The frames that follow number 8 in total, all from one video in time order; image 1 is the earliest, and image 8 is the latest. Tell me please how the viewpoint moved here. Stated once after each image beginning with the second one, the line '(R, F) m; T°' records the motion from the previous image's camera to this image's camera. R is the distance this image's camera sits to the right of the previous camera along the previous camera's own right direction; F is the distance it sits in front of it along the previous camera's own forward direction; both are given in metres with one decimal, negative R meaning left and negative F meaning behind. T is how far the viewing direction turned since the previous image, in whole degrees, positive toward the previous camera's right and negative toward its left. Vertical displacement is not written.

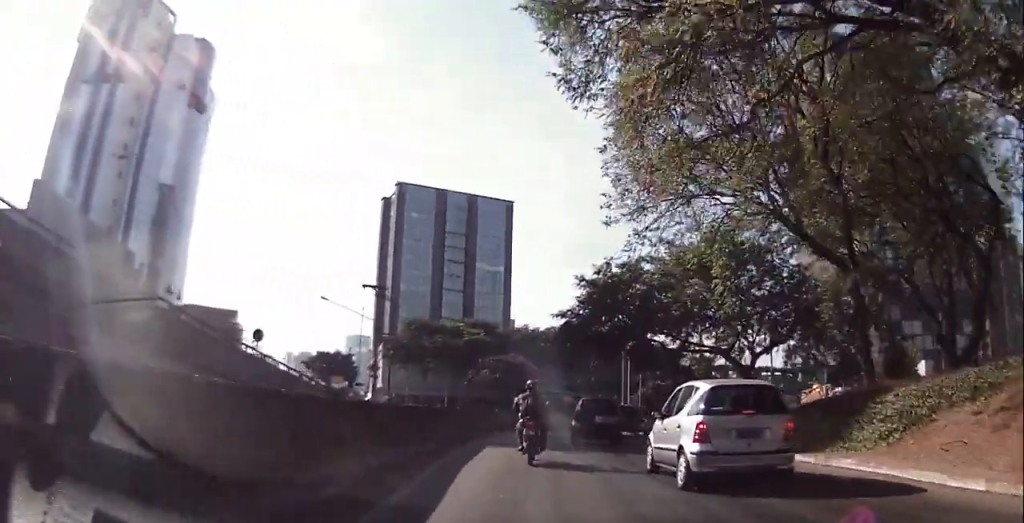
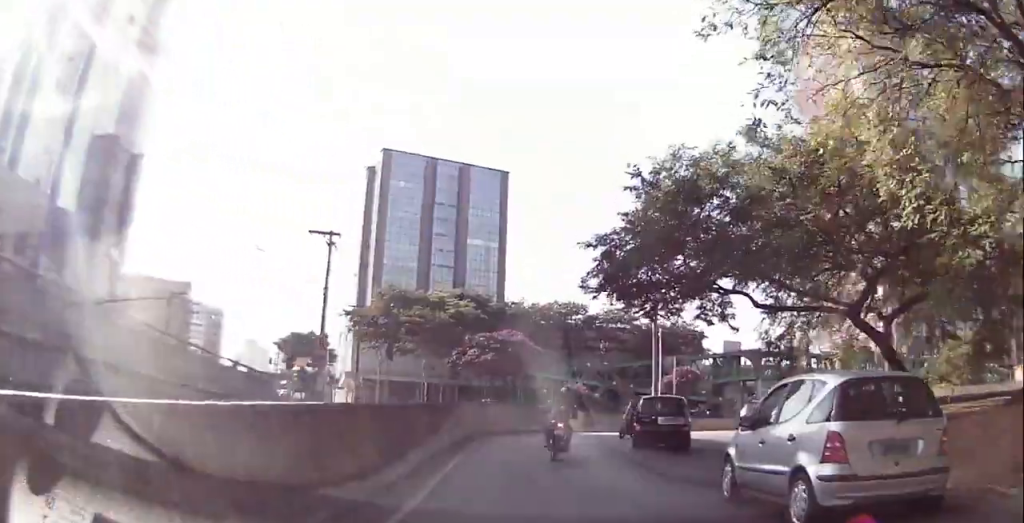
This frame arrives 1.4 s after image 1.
(0.0, +15.0) m; +2°
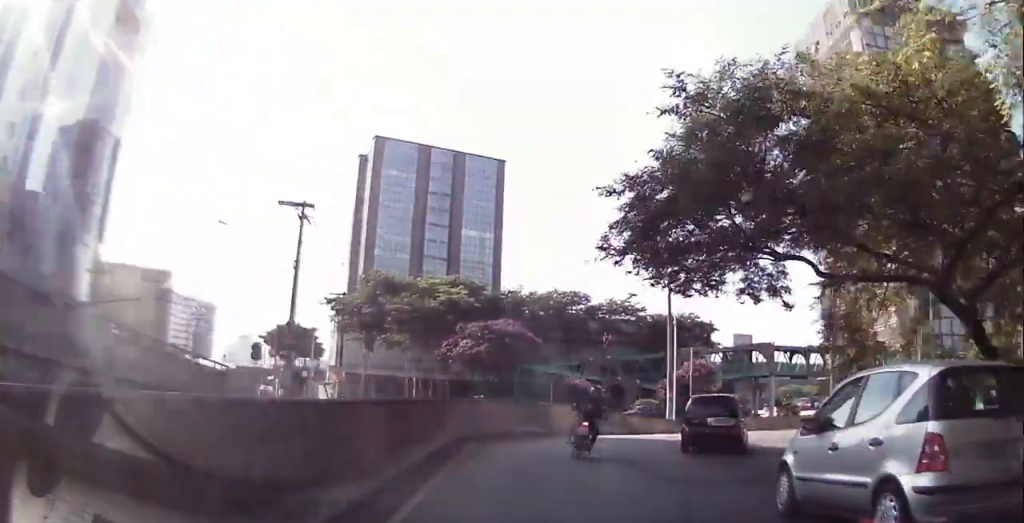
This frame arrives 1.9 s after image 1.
(0.0, +5.4) m; +3°
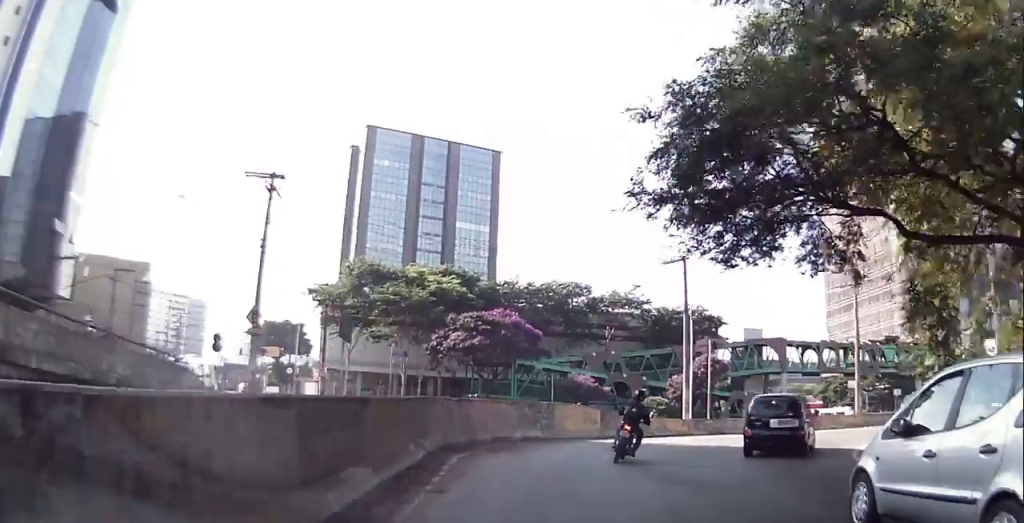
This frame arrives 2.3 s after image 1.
(+0.1, +4.7) m; +5°
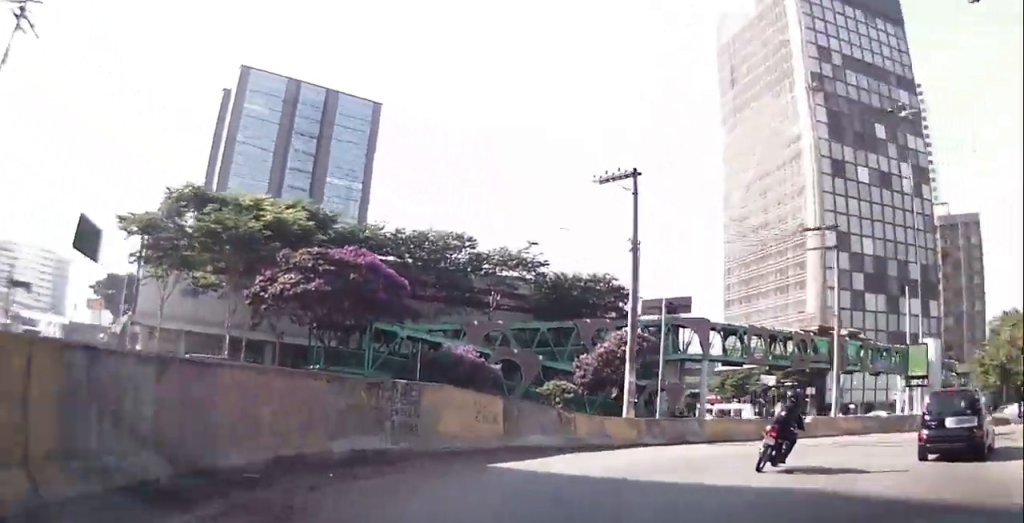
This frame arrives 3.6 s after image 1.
(+1.9, +13.7) m; +19°
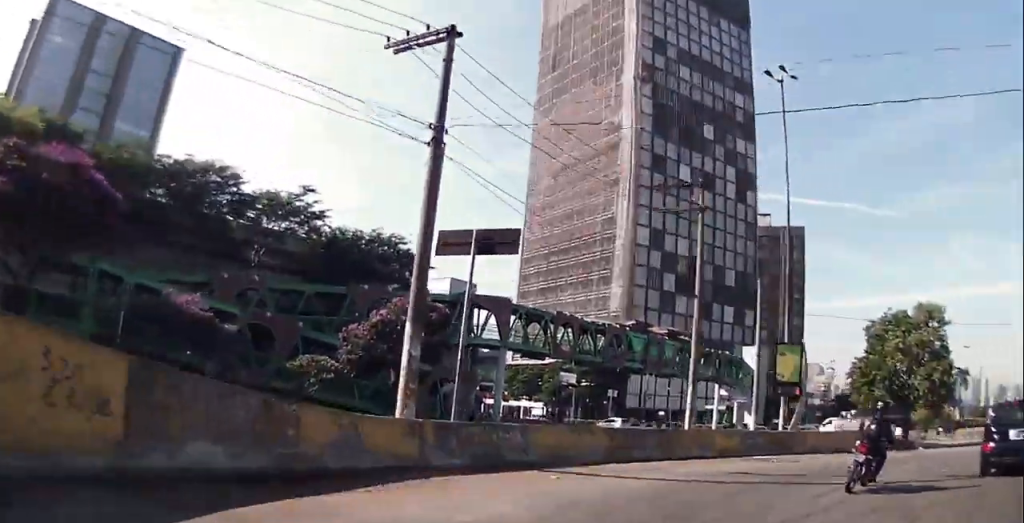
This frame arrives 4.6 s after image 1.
(+1.3, +9.6) m; +19°
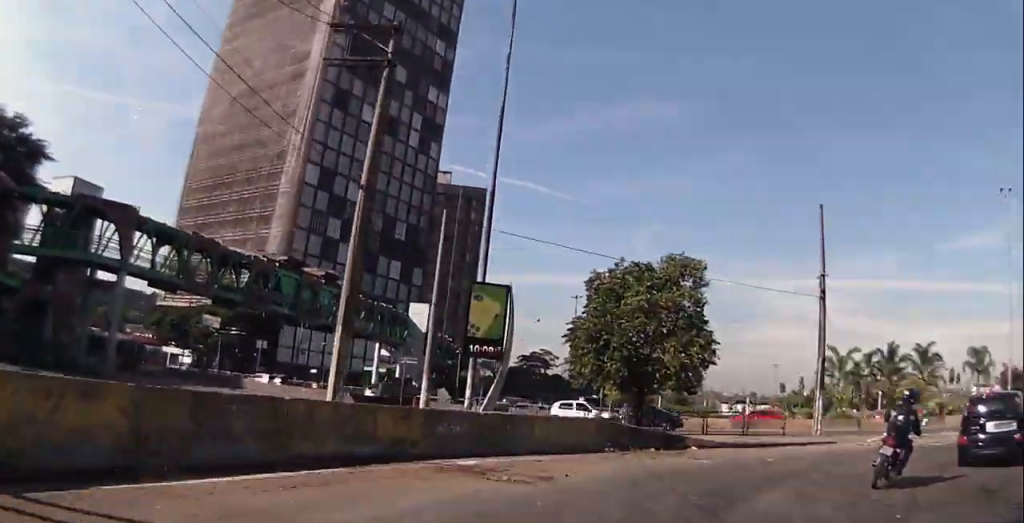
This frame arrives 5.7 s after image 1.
(+2.2, +10.1) m; +26°
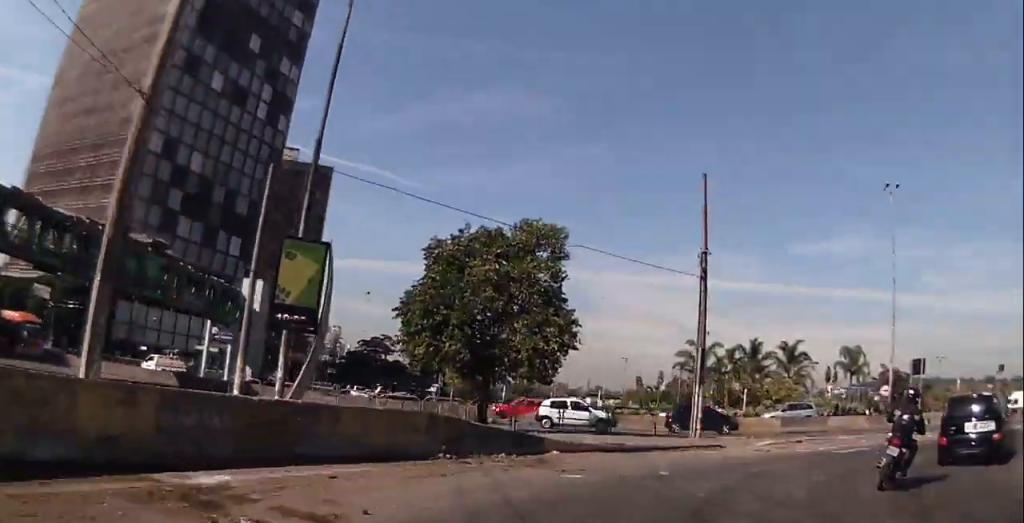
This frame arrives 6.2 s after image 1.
(+0.9, +4.3) m; +10°
